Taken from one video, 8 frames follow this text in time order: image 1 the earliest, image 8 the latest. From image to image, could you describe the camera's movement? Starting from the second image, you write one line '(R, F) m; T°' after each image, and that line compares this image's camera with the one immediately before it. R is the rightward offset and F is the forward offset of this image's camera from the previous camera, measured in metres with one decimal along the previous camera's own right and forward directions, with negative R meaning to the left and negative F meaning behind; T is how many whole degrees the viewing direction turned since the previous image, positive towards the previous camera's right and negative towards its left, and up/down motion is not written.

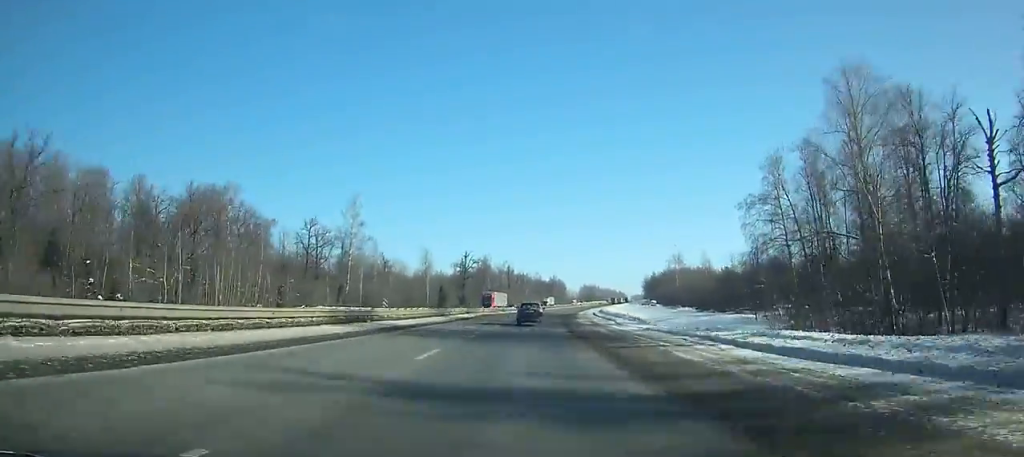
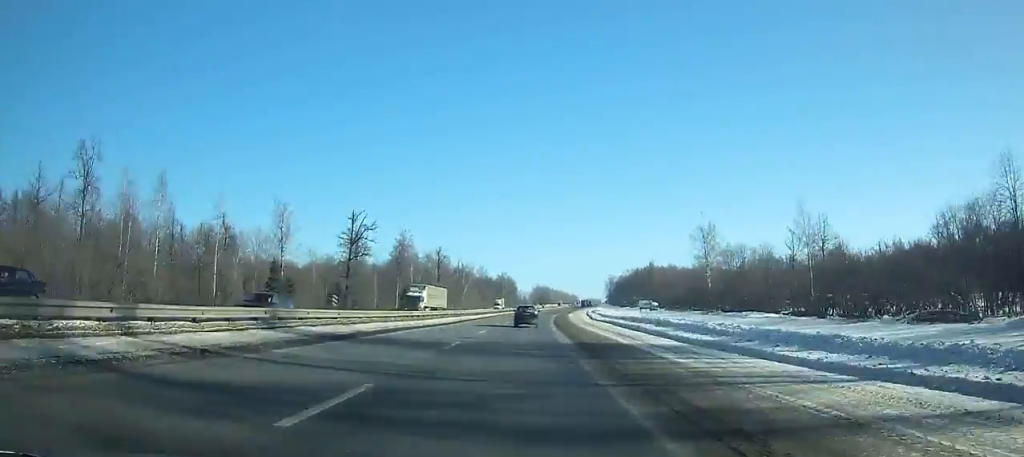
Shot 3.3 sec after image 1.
(+2.9, +78.7) m; +4°
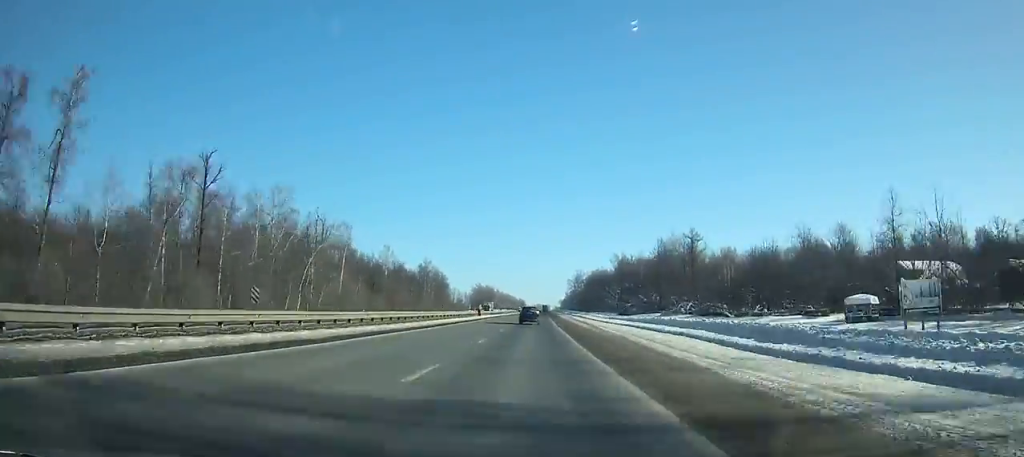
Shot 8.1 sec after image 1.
(+6.4, +115.2) m; +5°
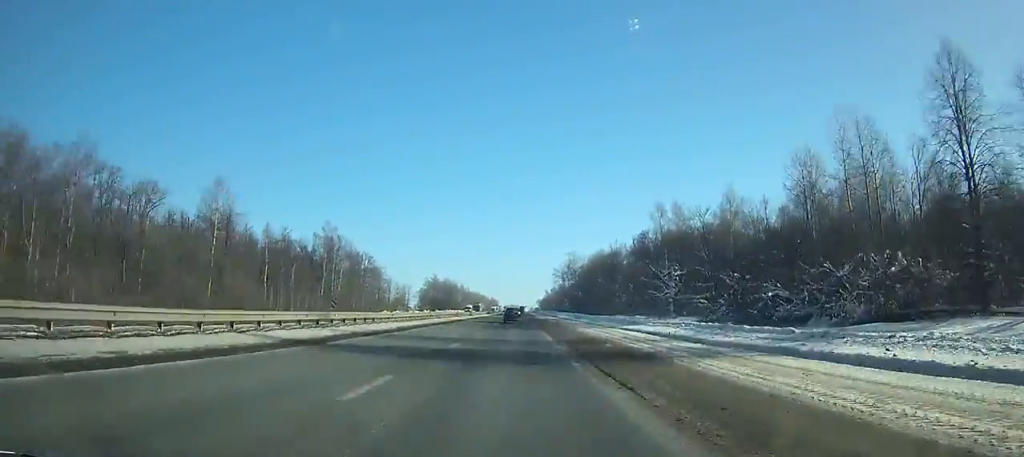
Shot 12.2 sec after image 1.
(+2.3, +97.5) m; +2°
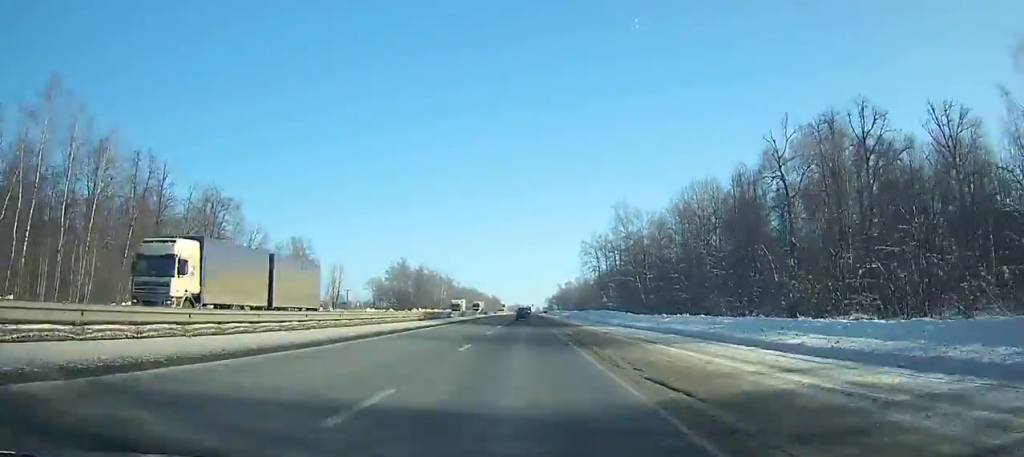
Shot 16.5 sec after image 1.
(+3.1, +100.2) m; +2°
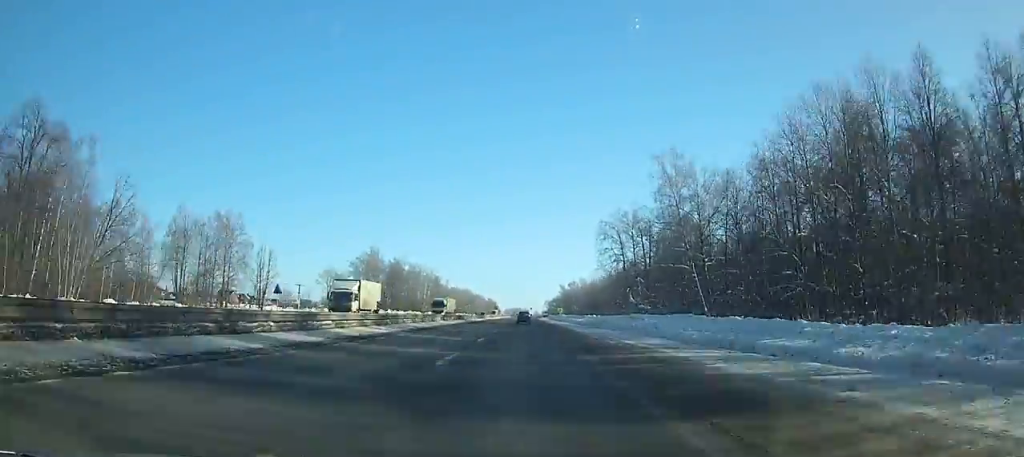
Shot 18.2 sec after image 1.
(+2.2, +39.5) m; -1°
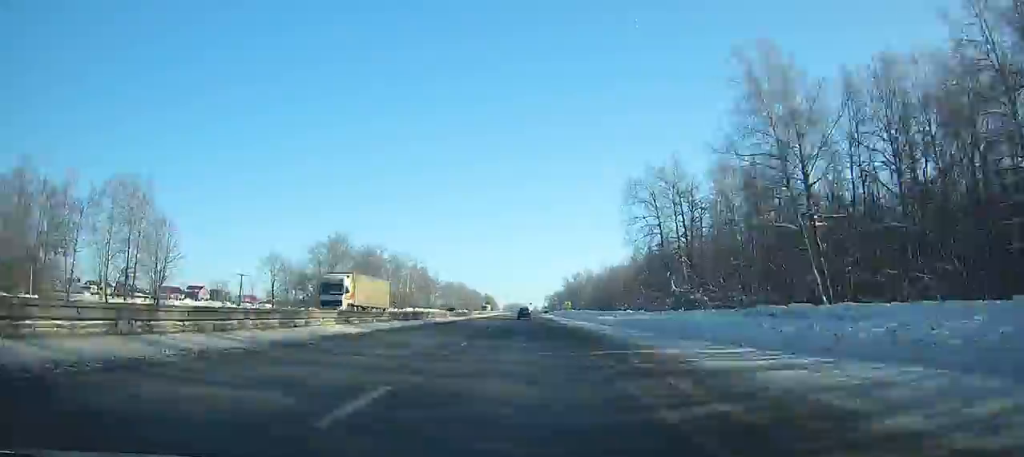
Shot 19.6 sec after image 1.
(-2.2, +32.9) m; -1°
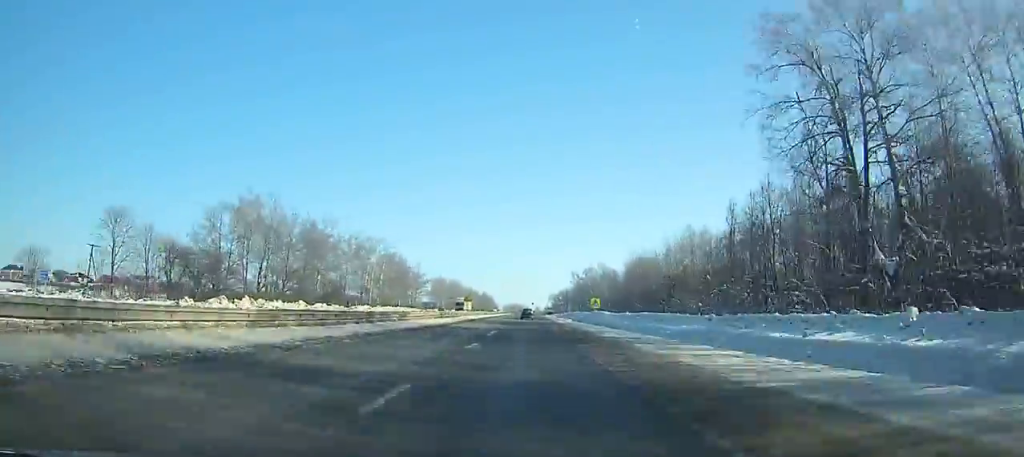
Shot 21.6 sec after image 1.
(-2.0, +47.0) m; -1°
